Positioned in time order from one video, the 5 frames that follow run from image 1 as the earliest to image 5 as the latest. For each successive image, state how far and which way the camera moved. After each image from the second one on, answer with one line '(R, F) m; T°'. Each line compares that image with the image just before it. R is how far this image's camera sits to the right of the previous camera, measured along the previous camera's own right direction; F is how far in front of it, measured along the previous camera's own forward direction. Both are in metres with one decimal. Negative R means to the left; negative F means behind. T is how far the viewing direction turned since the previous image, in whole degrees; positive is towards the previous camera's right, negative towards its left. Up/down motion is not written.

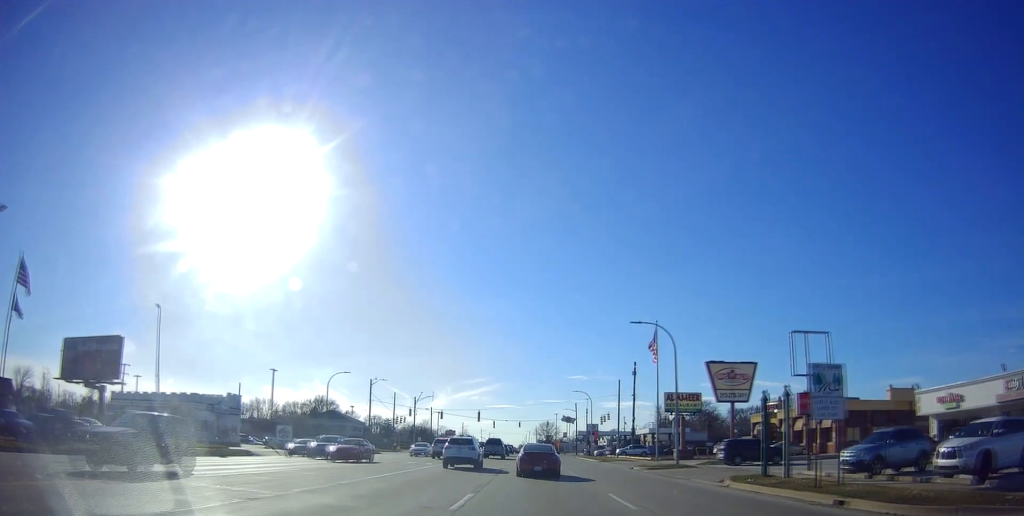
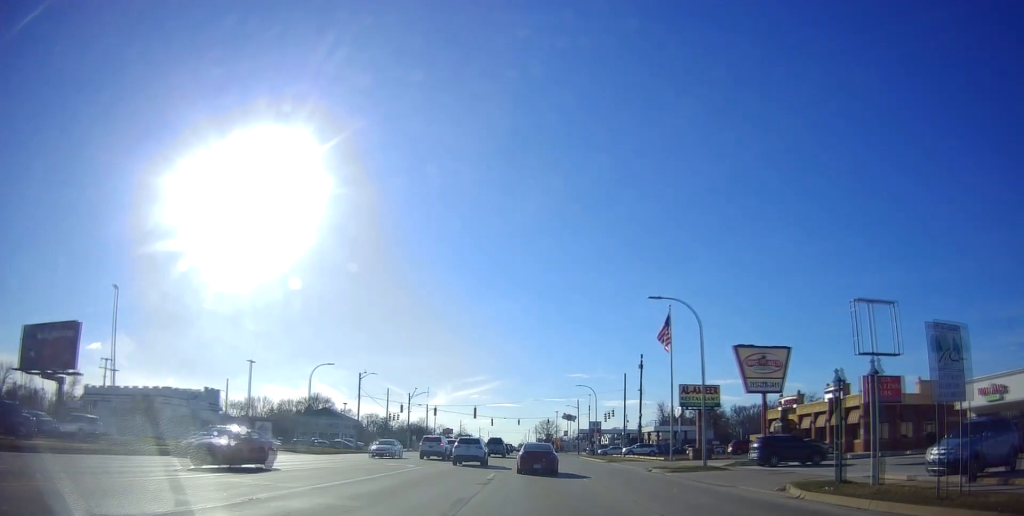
(-0.1, +4.3) m; -1°
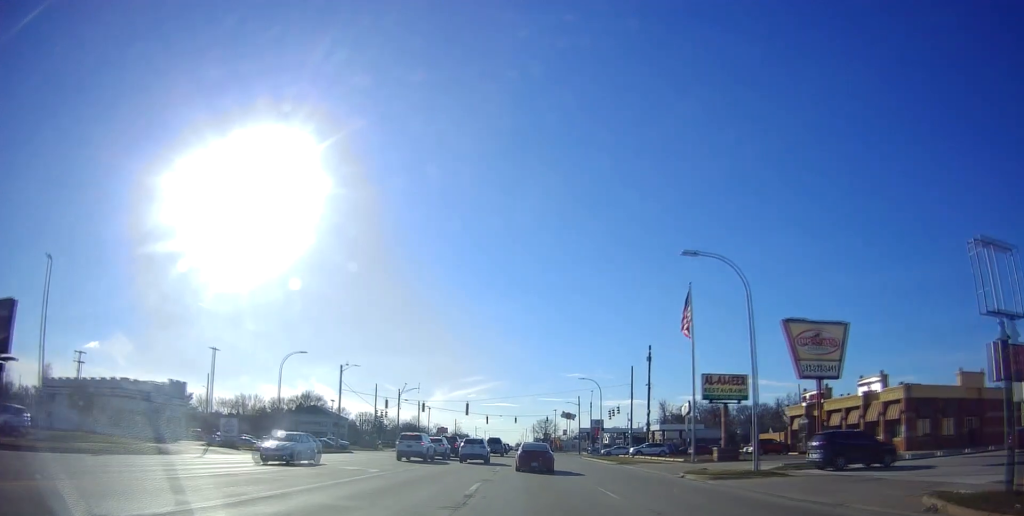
(-0.1, +5.8) m; 0°
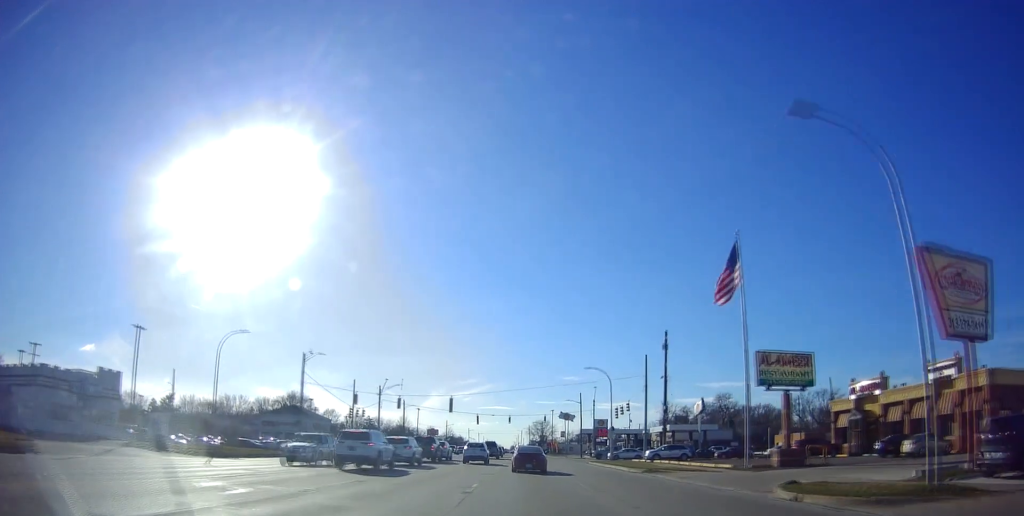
(+0.2, +10.4) m; +2°
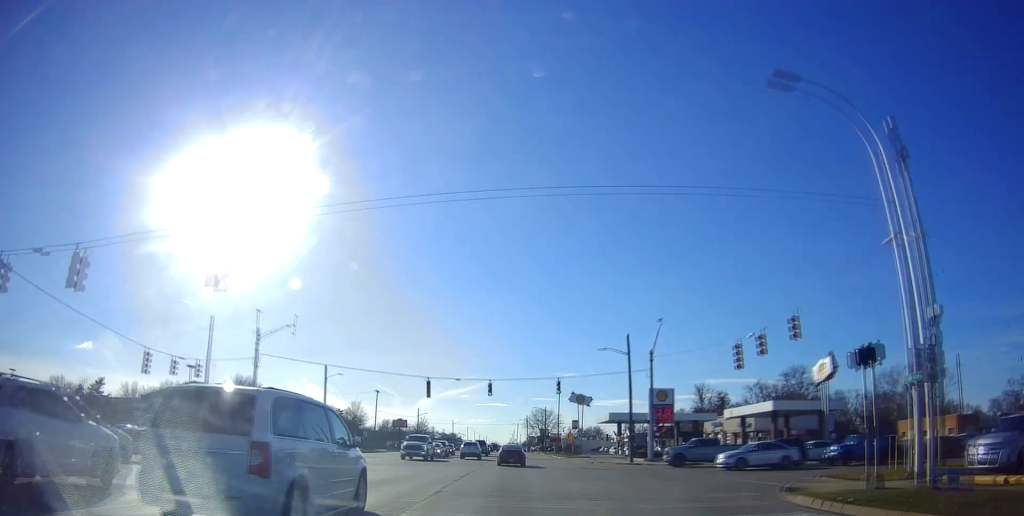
(+0.7, +42.3) m; +1°
